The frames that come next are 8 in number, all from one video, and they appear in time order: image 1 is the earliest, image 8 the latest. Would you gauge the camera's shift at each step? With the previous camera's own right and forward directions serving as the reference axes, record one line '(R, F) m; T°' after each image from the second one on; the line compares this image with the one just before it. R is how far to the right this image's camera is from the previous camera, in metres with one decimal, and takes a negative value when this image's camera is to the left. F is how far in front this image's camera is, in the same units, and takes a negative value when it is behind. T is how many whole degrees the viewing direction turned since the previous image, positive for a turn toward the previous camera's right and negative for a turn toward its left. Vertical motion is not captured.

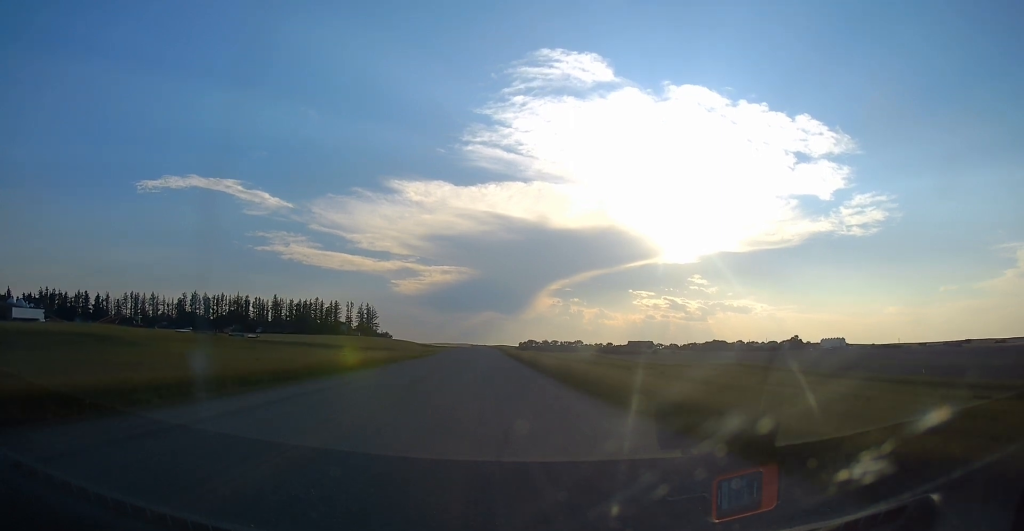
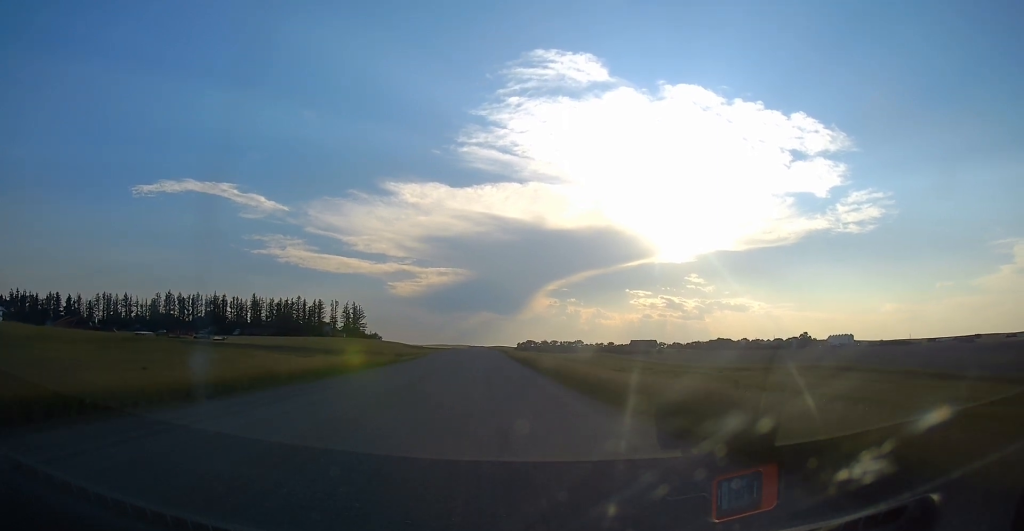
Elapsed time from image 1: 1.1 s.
(+0.1, +18.7) m; +1°
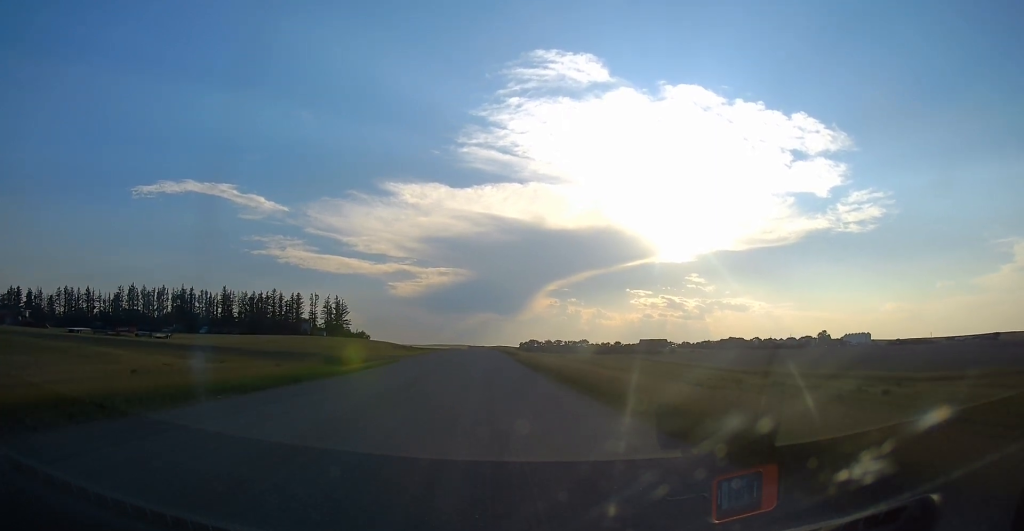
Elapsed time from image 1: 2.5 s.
(0.0, +26.2) m; -1°
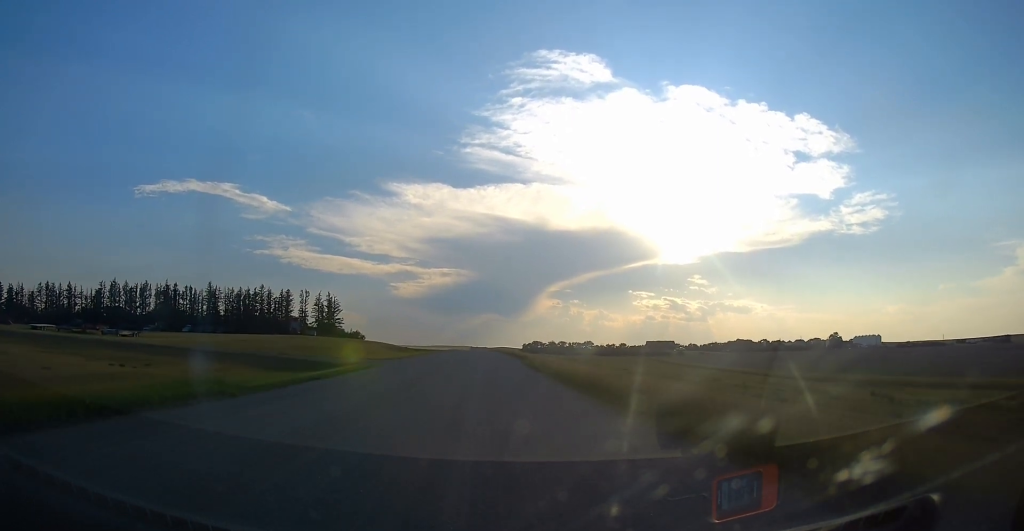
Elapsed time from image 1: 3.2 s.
(-0.1, +12.5) m; 0°
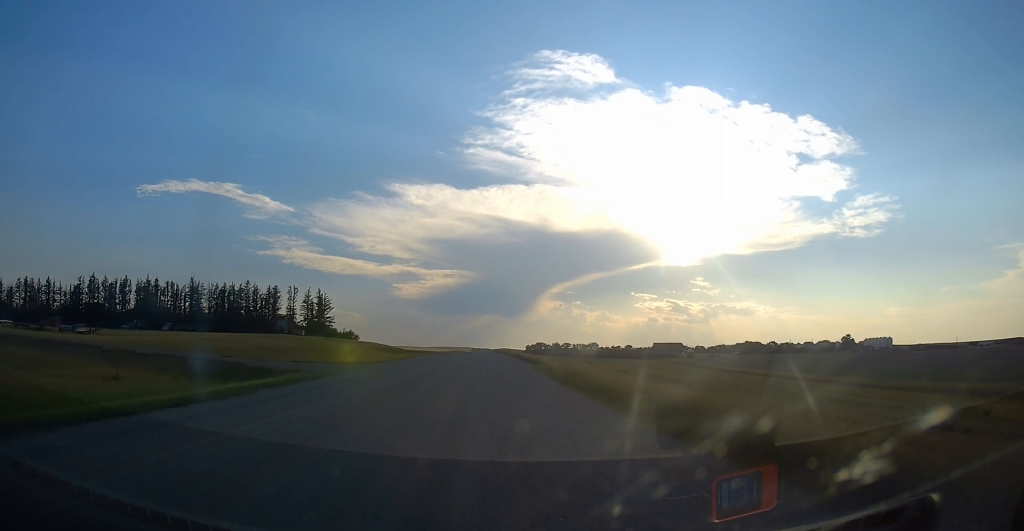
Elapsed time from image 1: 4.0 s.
(0.0, +13.1) m; 0°
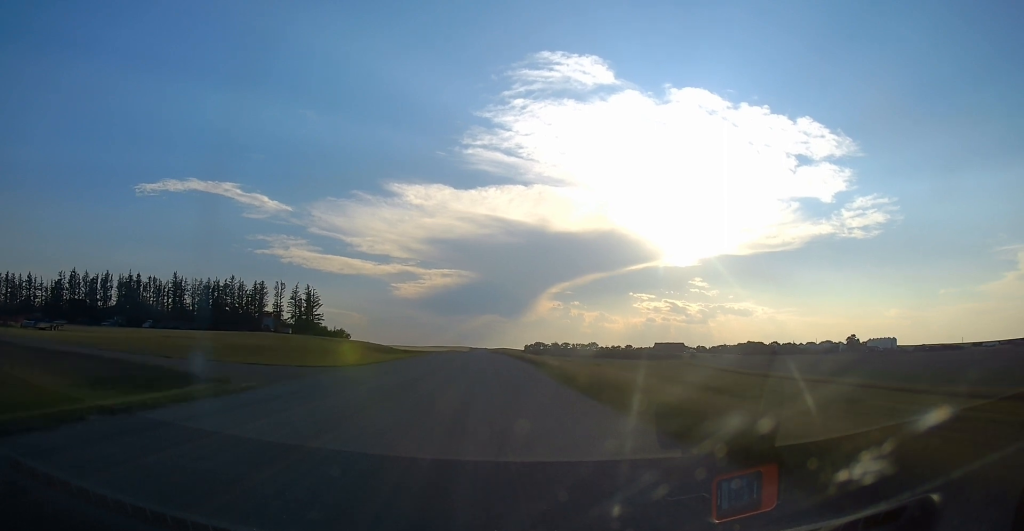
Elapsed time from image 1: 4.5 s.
(0.0, +8.8) m; 0°
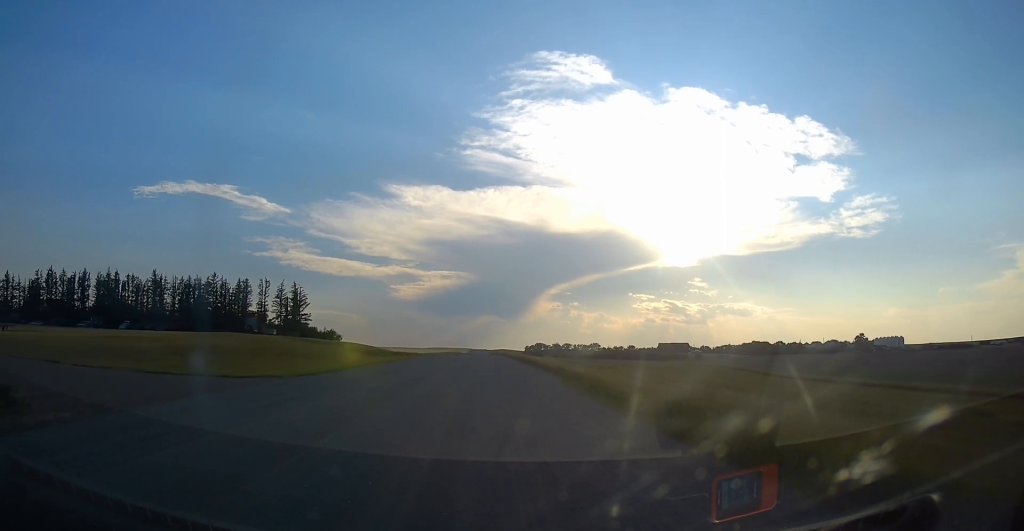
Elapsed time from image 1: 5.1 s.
(0.0, +10.5) m; 0°
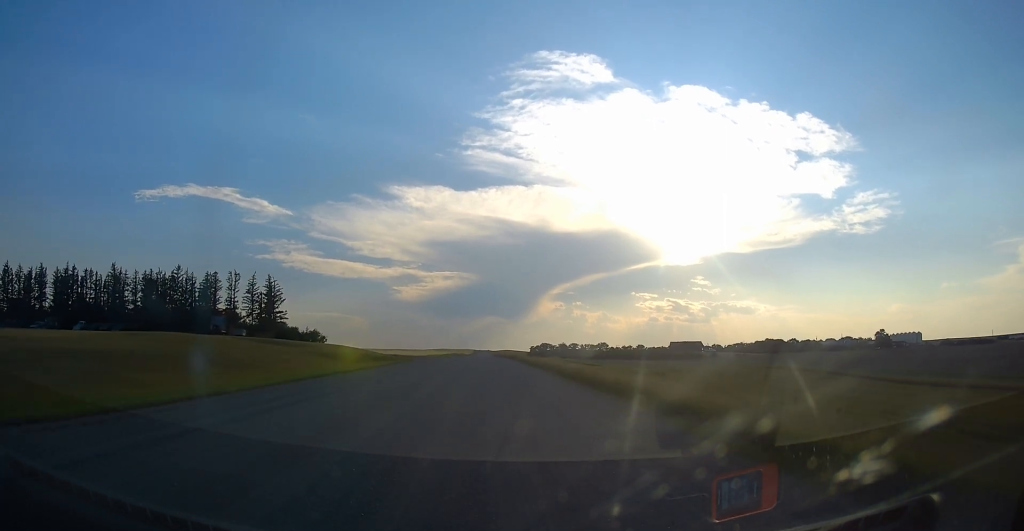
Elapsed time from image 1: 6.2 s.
(0.0, +19.1) m; +1°
